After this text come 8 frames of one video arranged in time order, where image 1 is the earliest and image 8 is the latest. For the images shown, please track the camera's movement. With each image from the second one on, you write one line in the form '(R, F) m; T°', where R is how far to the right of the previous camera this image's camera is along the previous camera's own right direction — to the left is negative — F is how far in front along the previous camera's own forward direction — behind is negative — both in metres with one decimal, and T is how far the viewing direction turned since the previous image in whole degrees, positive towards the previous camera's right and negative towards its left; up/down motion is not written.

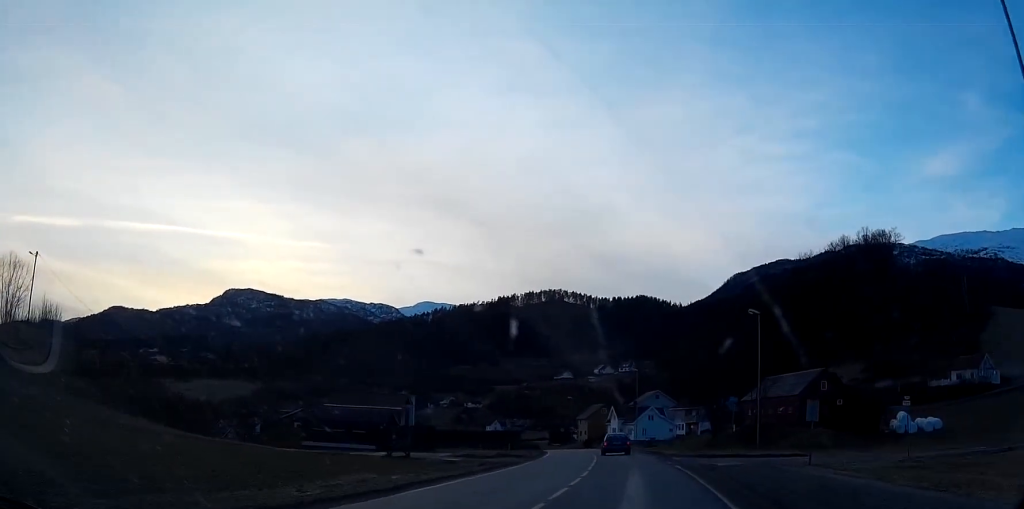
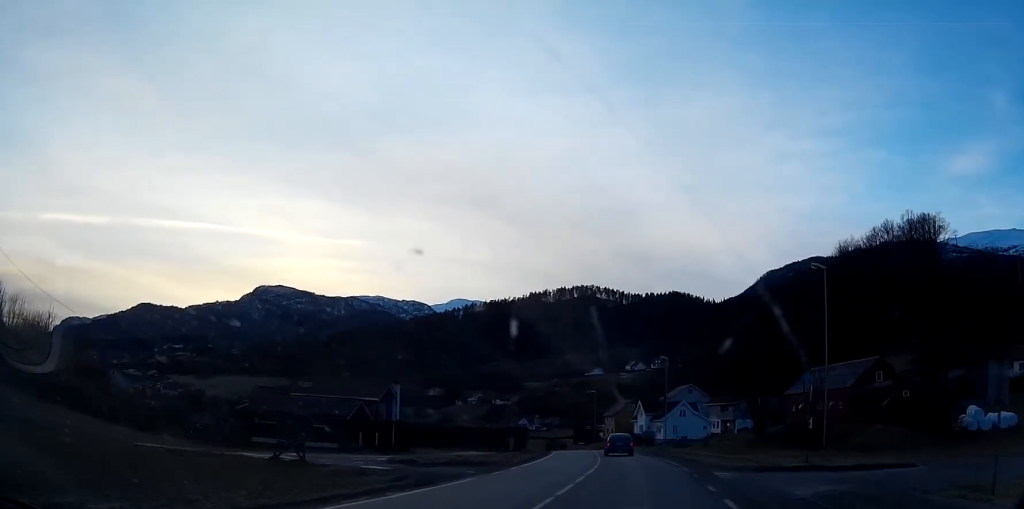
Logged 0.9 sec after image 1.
(-0.4, +14.8) m; -3°
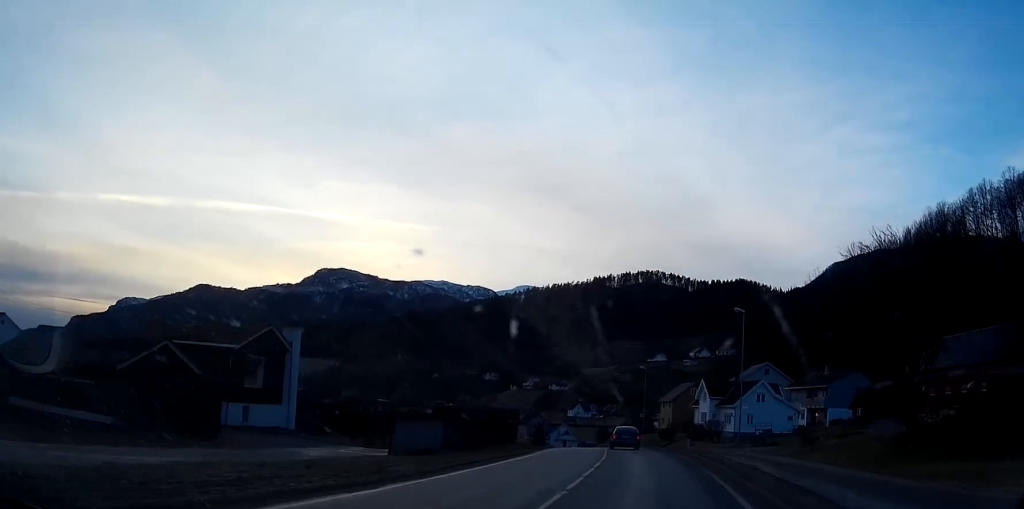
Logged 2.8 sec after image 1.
(-1.2, +31.5) m; -4°
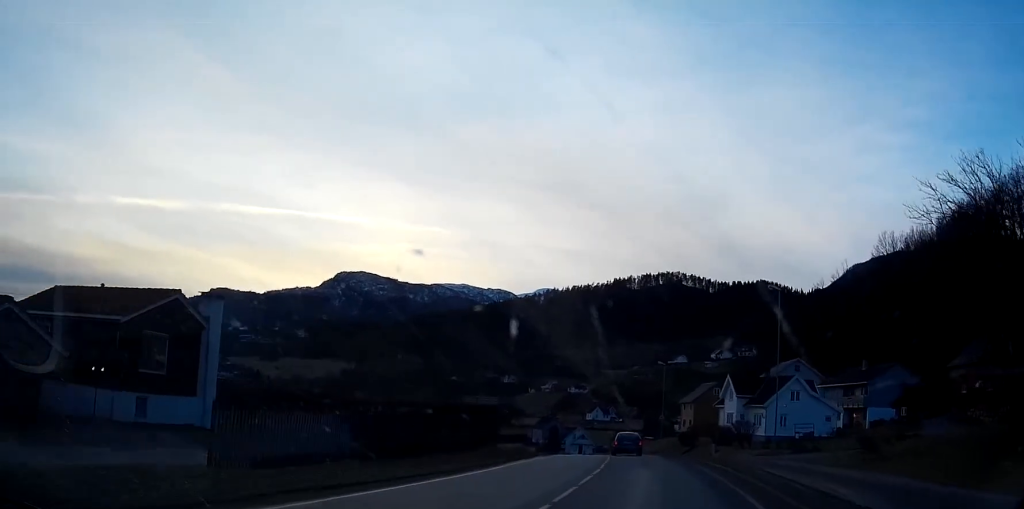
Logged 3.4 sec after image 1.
(0.0, +10.5) m; -1°
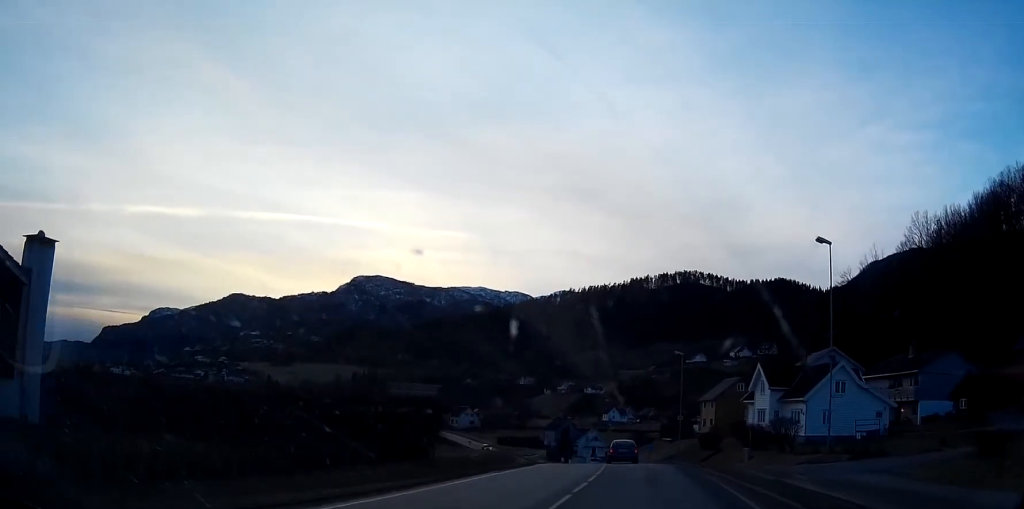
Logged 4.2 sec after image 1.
(-0.3, +12.7) m; -1°
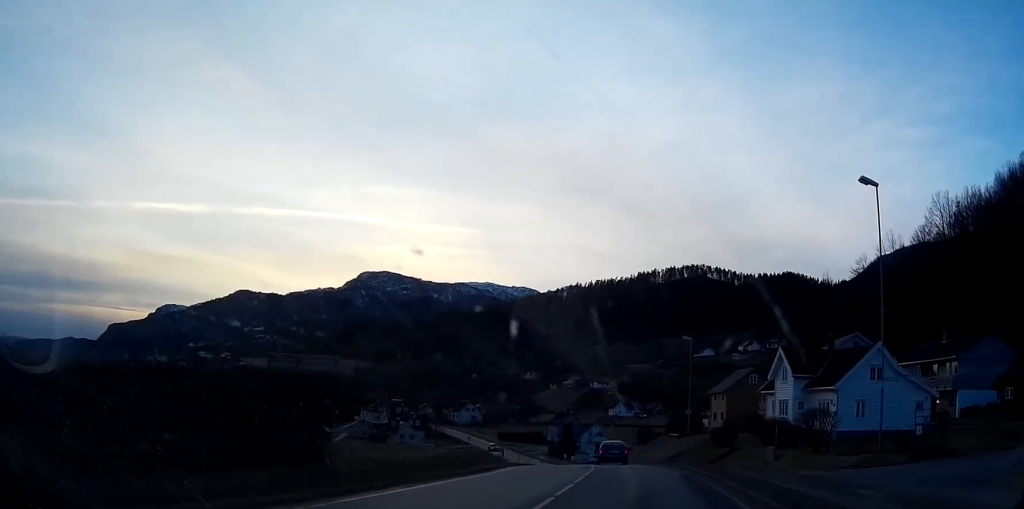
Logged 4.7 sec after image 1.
(-0.1, +8.8) m; -1°
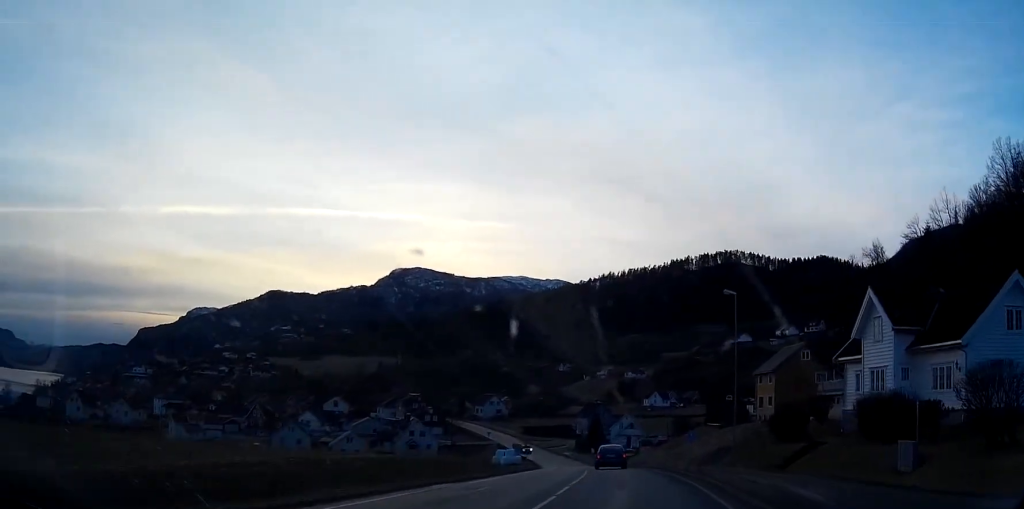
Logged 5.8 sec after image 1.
(-0.2, +18.0) m; -2°
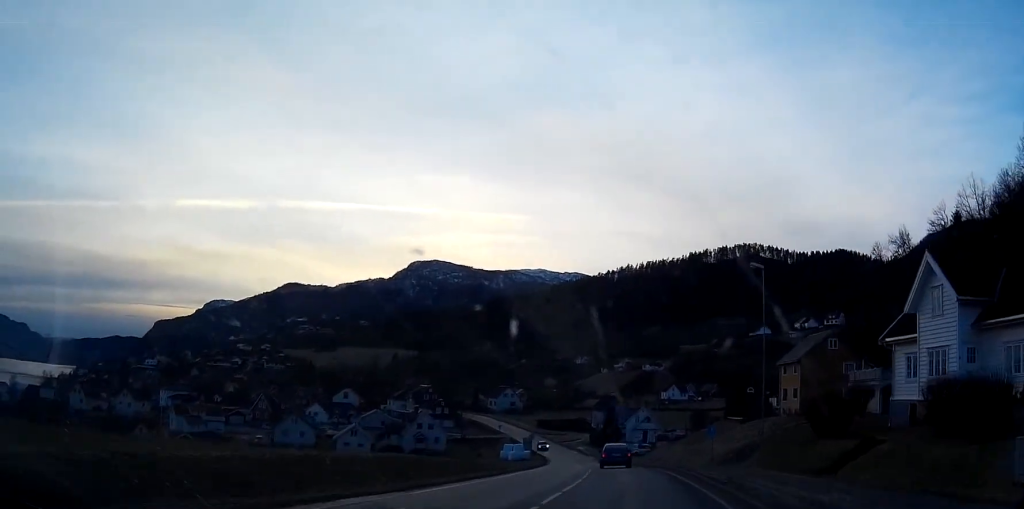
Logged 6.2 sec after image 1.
(+0.1, +6.5) m; -1°
